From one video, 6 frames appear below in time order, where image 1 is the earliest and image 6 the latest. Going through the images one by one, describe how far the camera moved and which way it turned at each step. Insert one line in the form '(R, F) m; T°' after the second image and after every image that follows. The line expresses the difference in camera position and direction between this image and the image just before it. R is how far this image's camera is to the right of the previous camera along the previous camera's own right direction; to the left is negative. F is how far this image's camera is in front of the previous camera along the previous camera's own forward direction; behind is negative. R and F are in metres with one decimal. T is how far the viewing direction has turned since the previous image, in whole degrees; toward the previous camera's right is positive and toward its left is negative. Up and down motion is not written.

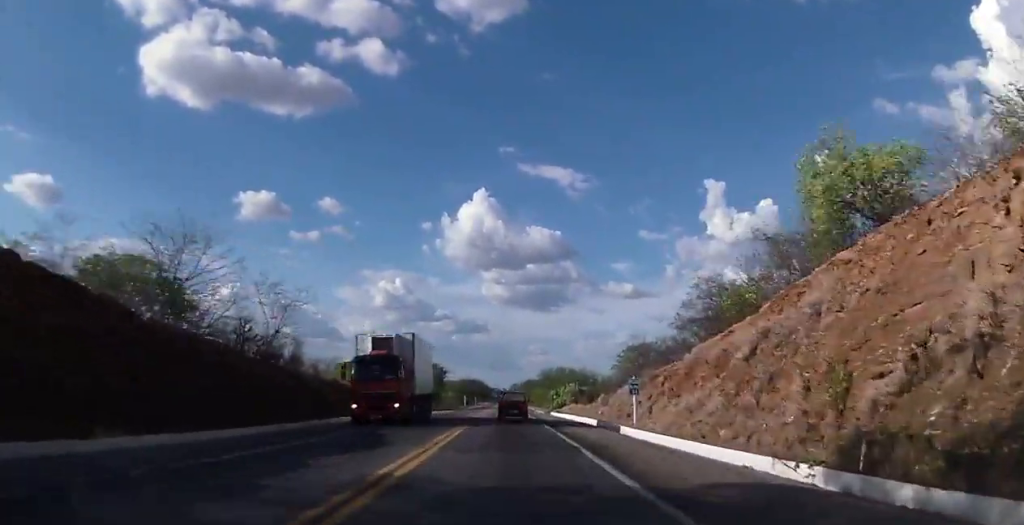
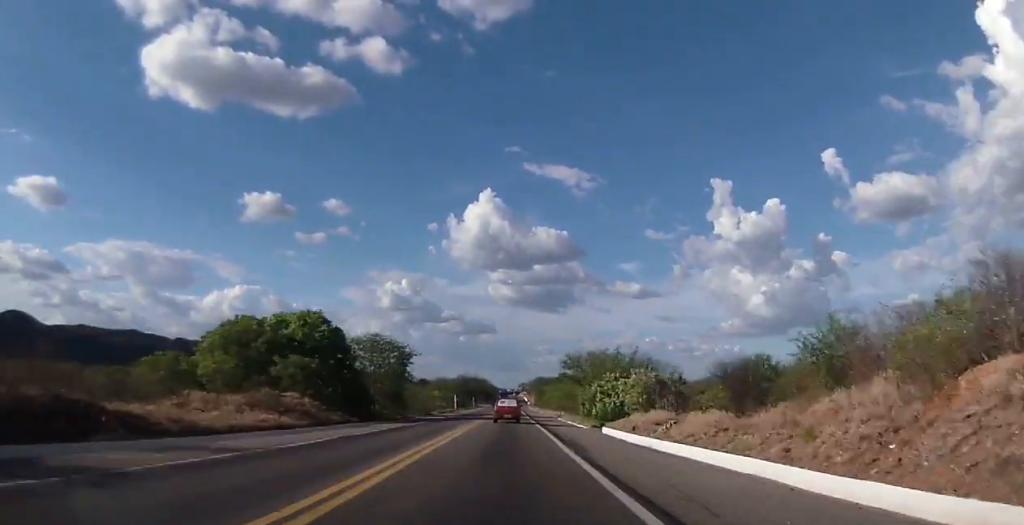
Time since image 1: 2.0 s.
(-1.1, +43.2) m; -1°
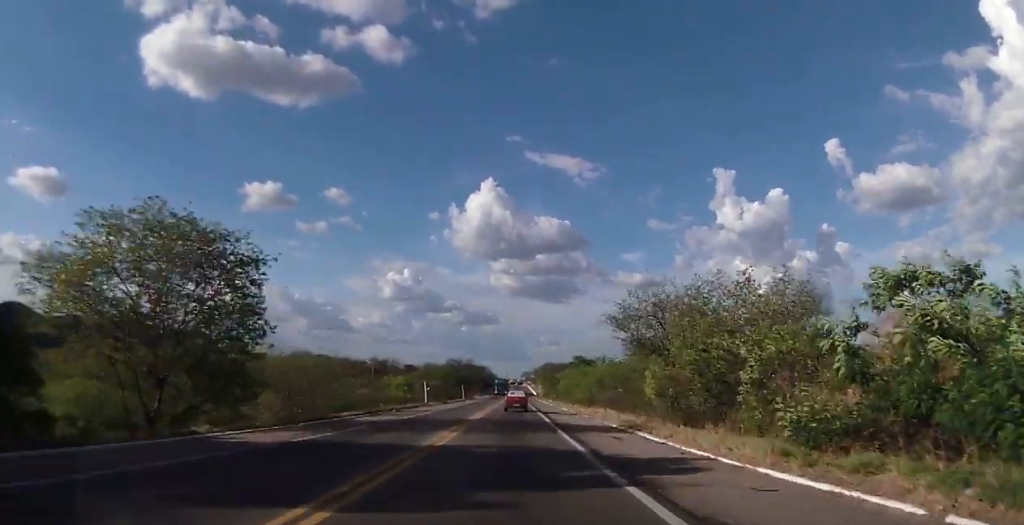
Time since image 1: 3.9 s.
(+0.6, +41.4) m; 0°
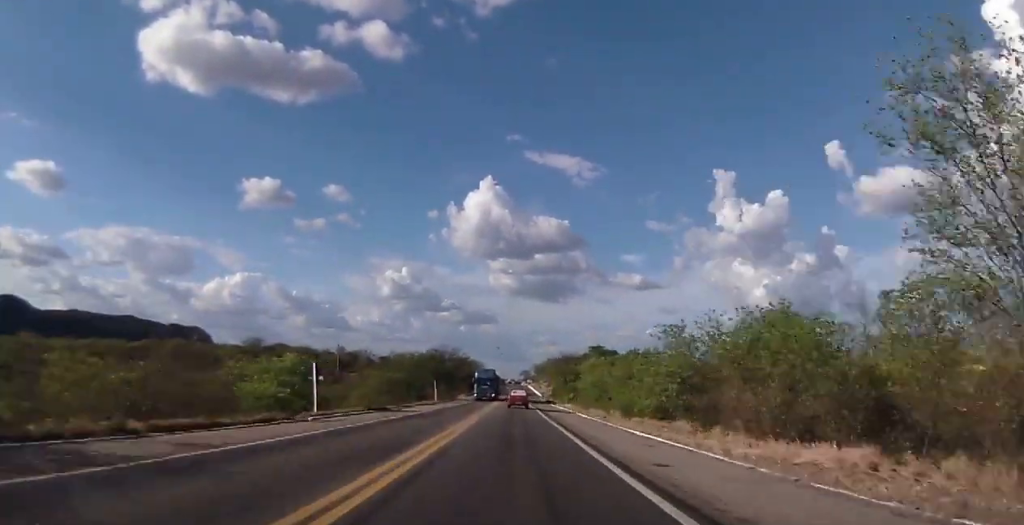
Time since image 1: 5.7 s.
(-0.6, +39.2) m; 0°
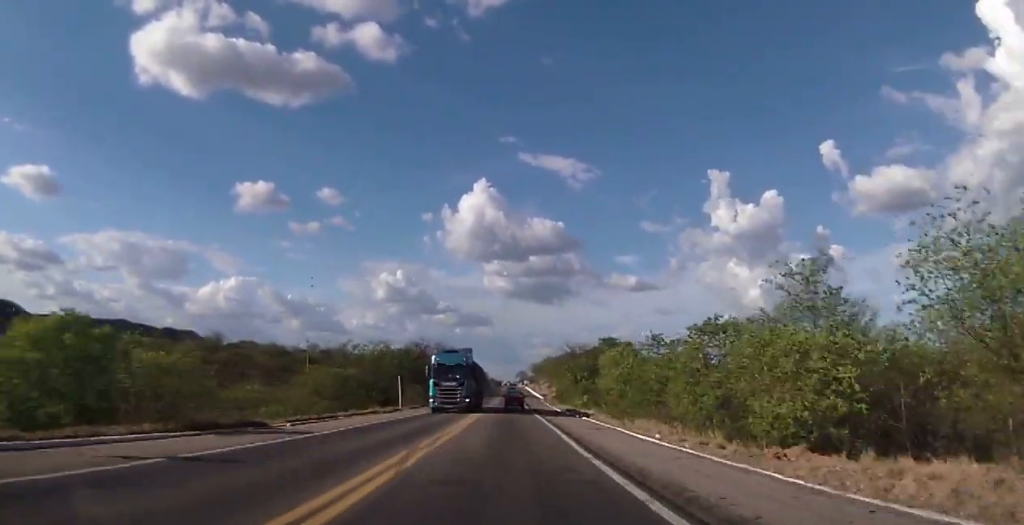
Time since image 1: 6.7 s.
(+0.1, +22.0) m; +1°
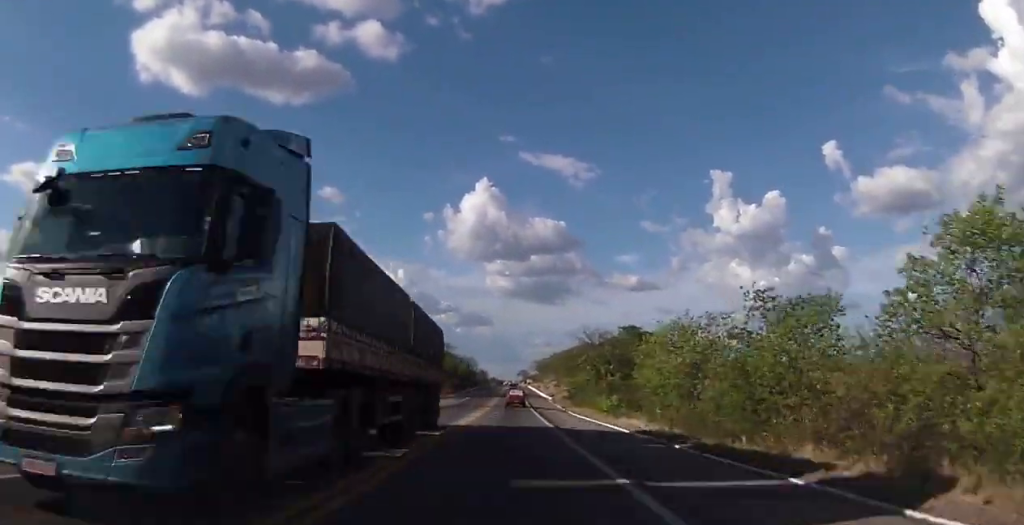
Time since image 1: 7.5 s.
(+0.4, +19.2) m; 0°
